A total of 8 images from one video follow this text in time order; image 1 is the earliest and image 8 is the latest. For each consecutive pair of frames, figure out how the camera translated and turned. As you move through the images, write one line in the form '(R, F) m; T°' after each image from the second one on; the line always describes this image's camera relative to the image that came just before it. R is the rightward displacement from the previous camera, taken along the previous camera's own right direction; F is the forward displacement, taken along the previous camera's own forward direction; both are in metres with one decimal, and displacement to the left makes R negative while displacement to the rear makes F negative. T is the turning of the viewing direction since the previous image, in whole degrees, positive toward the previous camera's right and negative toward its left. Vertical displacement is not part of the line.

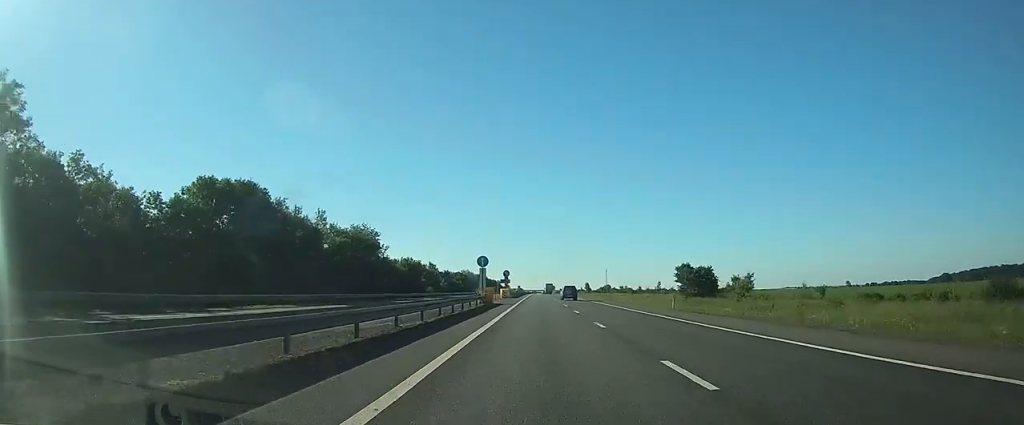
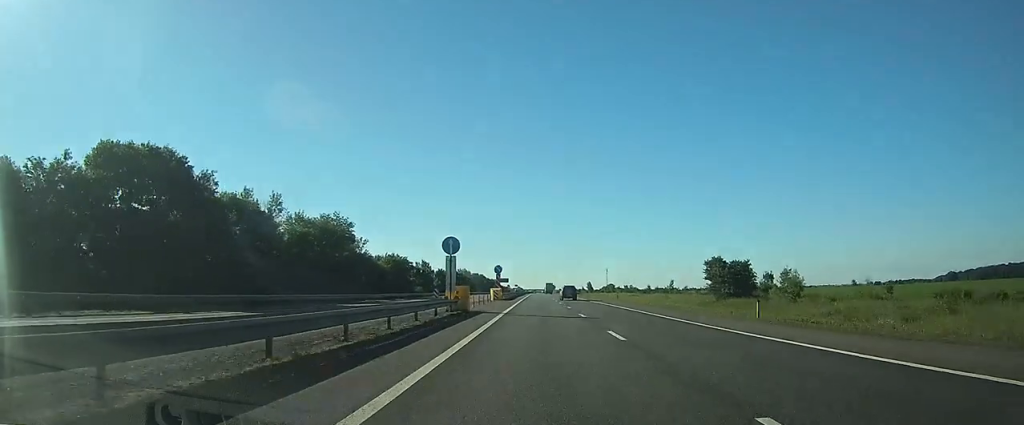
(0.0, +16.6) m; 0°
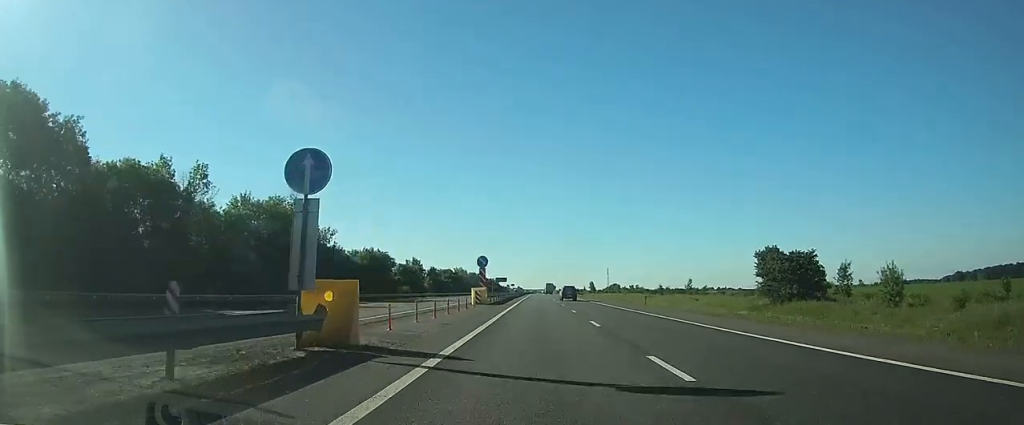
(-0.1, +18.6) m; 0°
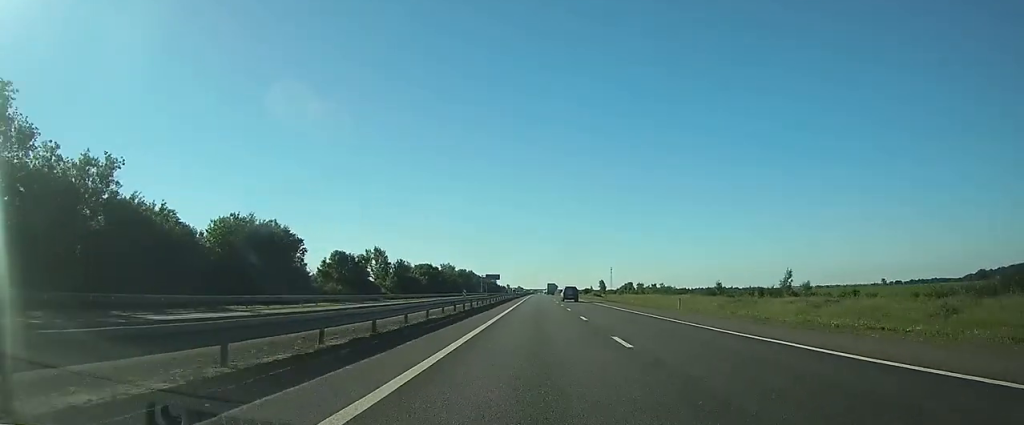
(-0.2, +55.0) m; 0°
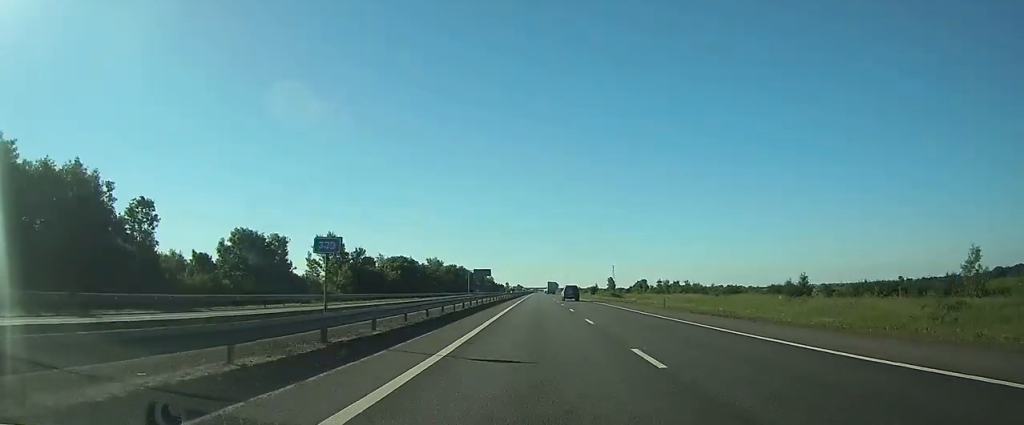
(+0.1, +39.3) m; 0°
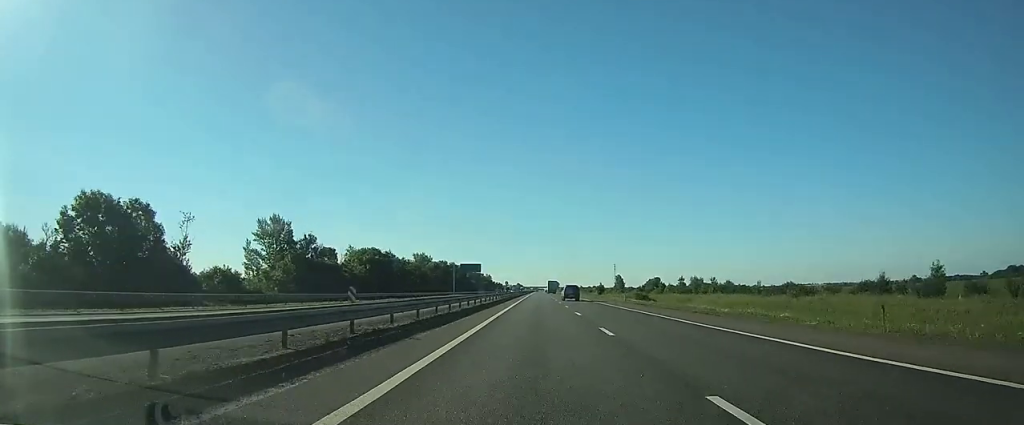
(-0.1, +29.5) m; 0°
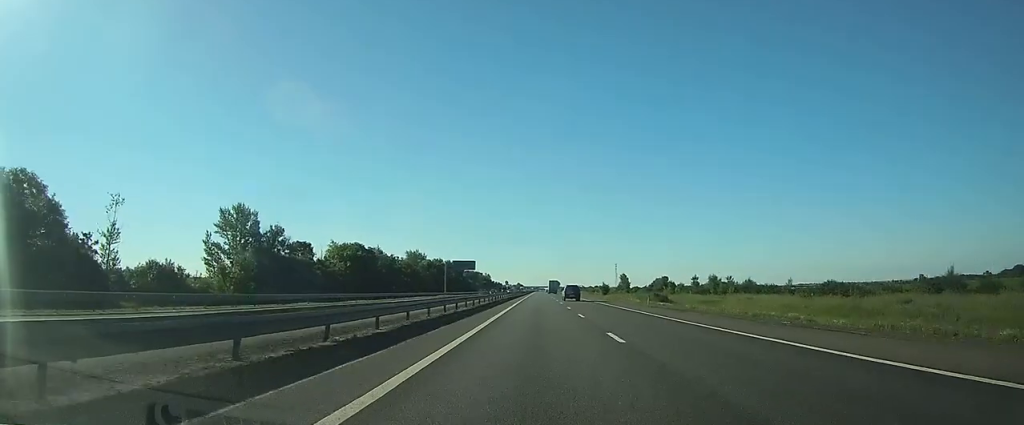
(0.0, +13.8) m; 0°
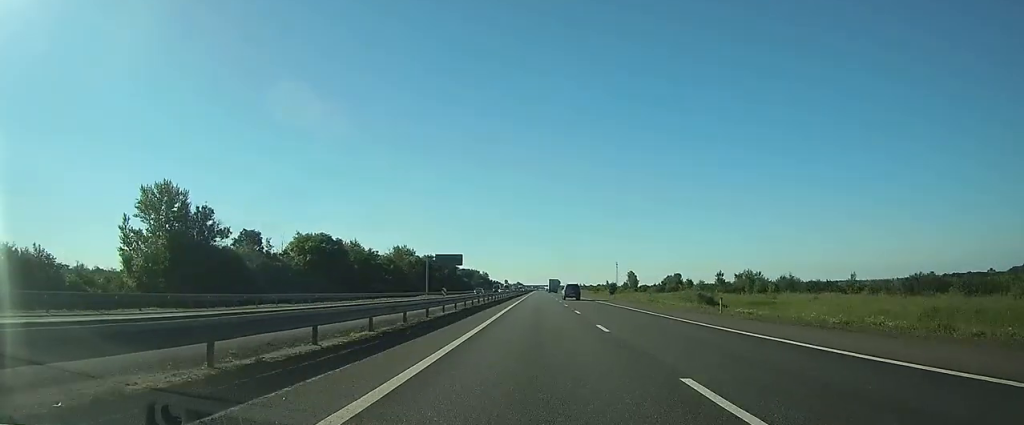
(+0.1, +20.7) m; 0°
